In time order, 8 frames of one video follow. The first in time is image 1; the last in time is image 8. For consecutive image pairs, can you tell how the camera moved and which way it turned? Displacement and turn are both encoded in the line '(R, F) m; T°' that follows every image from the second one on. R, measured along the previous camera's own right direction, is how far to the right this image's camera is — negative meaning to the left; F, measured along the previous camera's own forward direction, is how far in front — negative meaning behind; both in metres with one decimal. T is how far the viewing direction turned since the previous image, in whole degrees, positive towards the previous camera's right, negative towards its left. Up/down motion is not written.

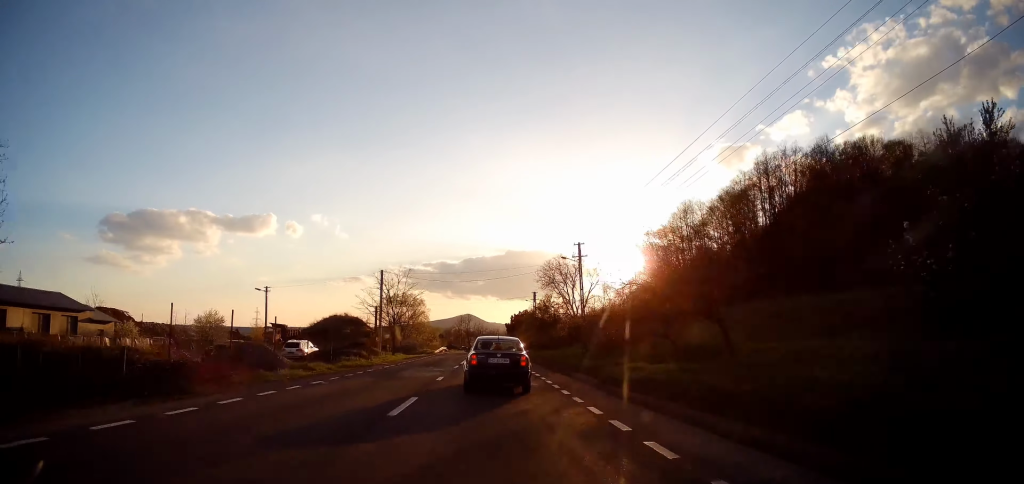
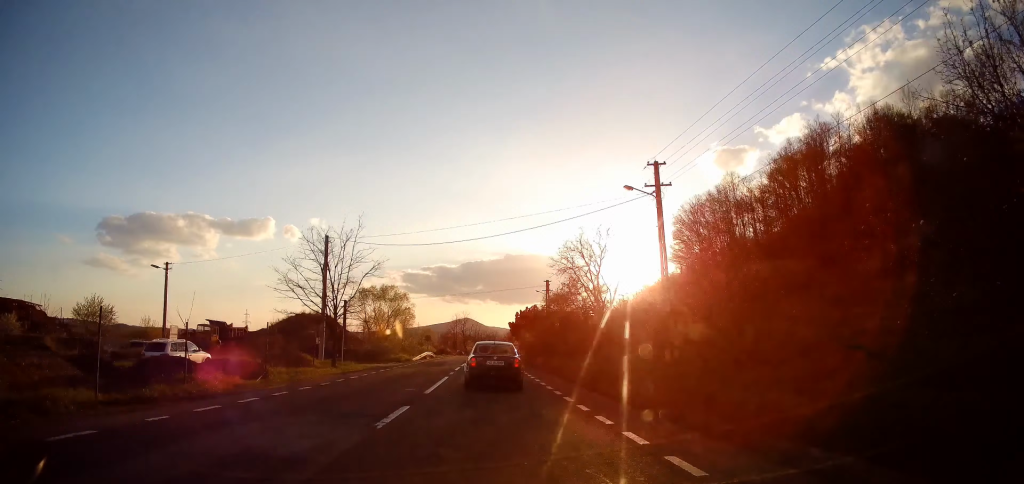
(+0.4, +19.2) m; +1°
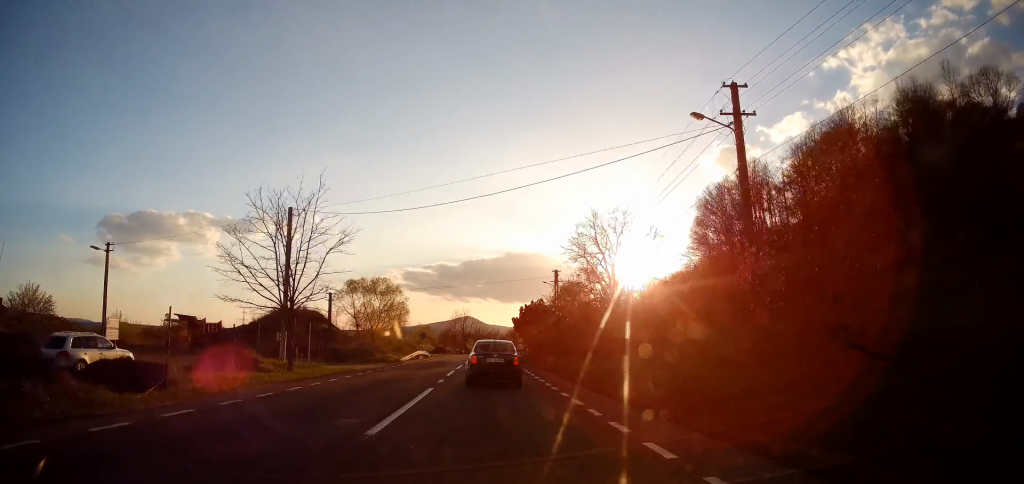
(0.0, +7.1) m; 0°
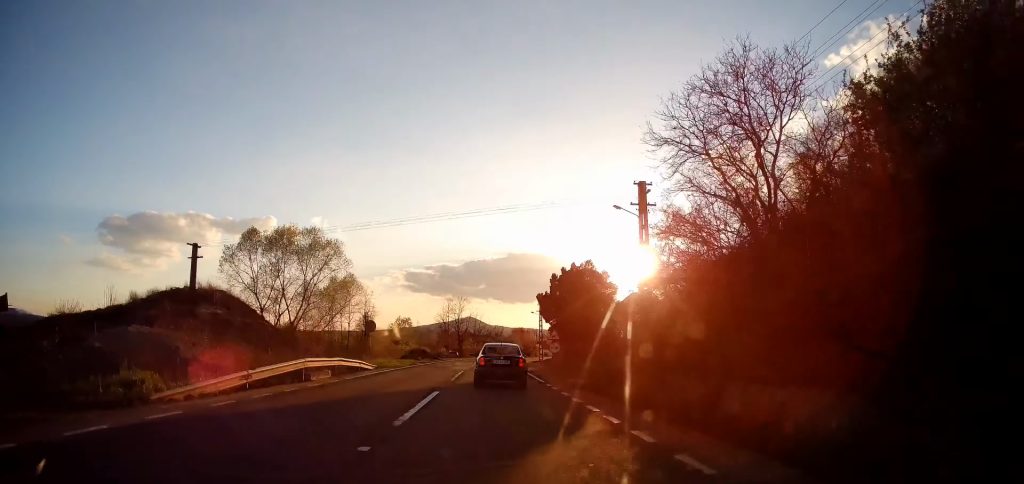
(-0.7, +29.6) m; -1°
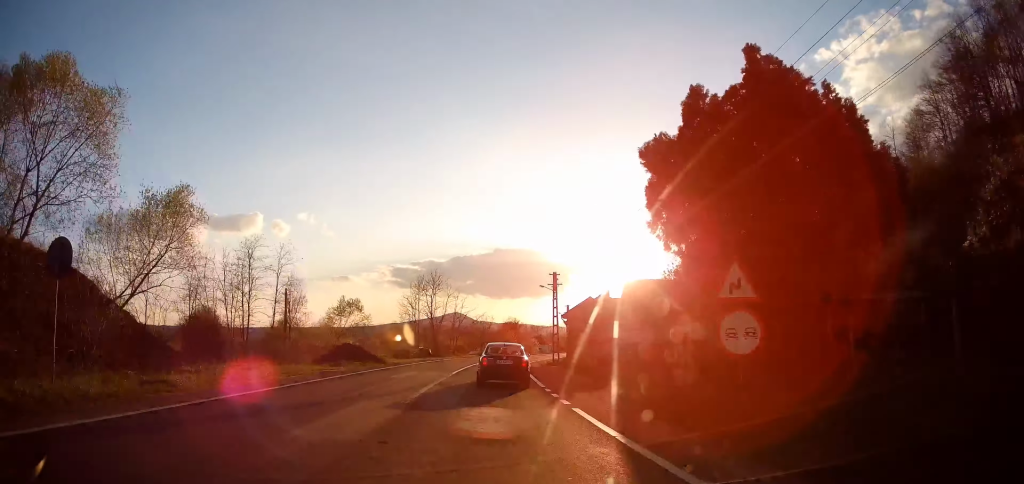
(+0.5, +25.7) m; +2°
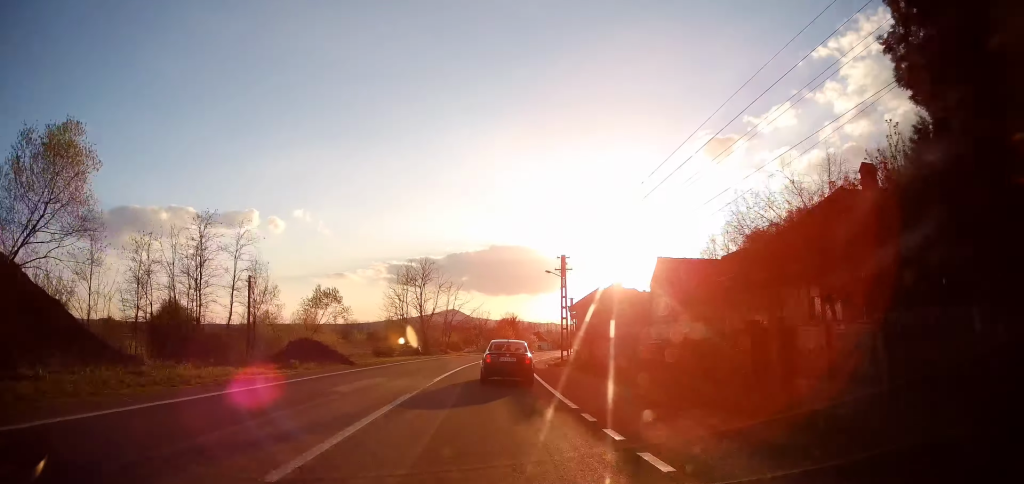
(0.0, +7.2) m; 0°
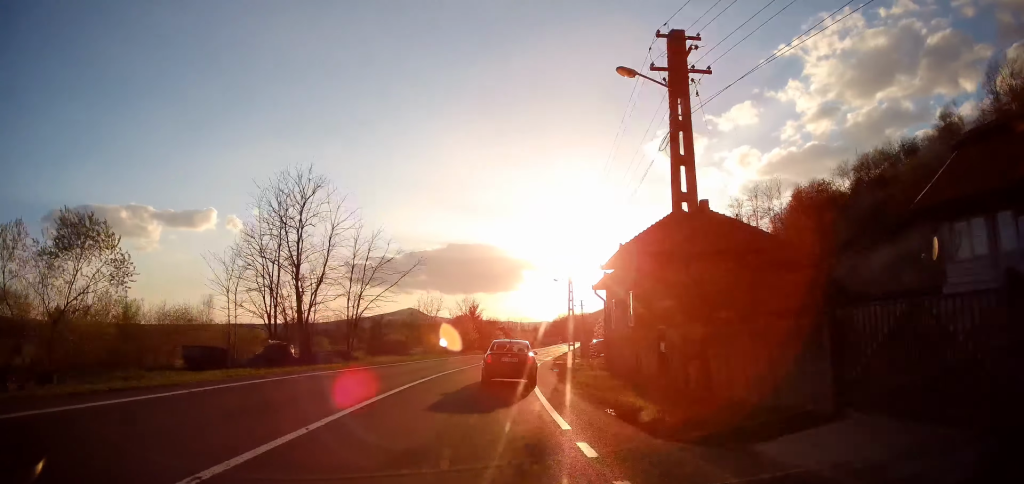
(+0.1, +28.5) m; +2°
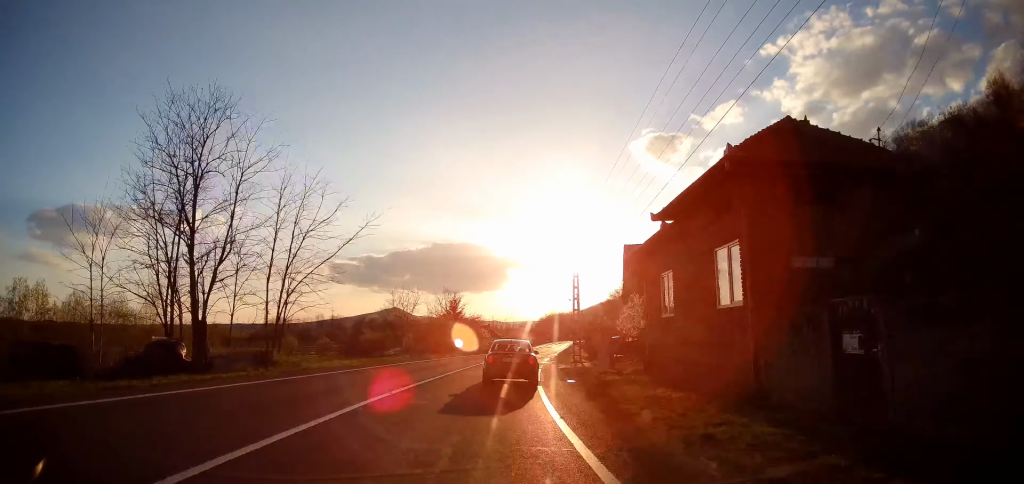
(+0.3, +9.8) m; +2°
